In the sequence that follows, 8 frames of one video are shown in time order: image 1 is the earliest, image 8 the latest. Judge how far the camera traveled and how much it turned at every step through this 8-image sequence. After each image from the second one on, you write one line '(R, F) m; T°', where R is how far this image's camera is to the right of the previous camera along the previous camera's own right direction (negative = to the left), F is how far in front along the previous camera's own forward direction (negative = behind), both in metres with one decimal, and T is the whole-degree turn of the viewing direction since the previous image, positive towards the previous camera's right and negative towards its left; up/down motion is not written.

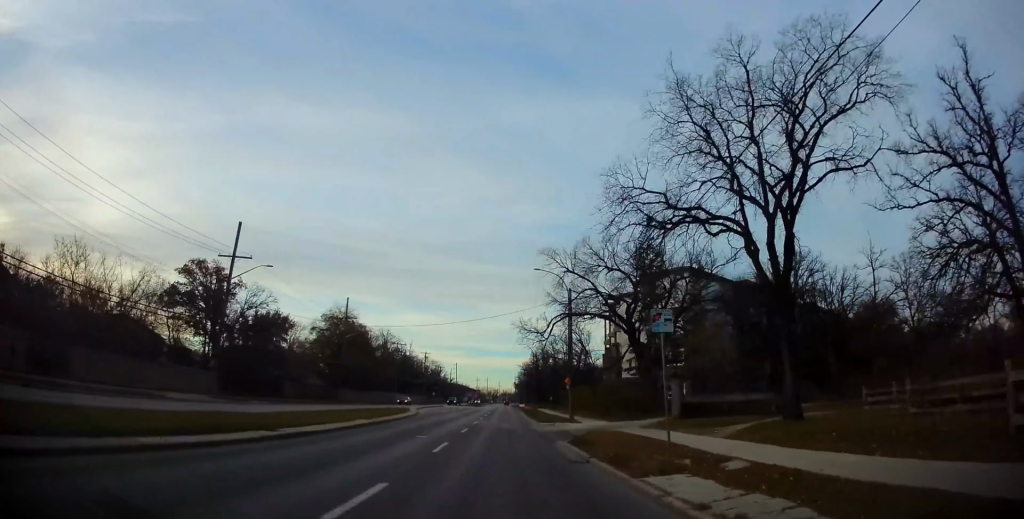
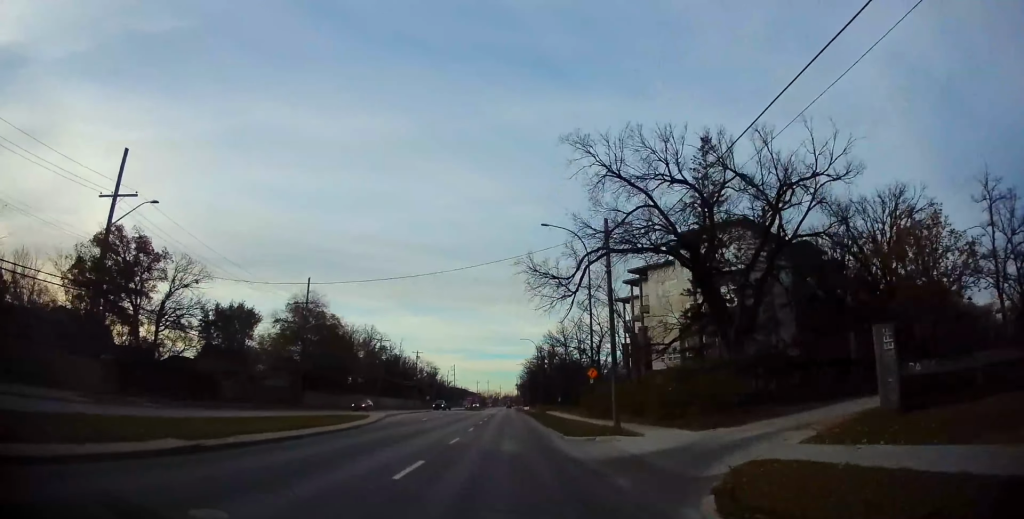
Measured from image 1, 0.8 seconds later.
(0.0, +14.8) m; 0°
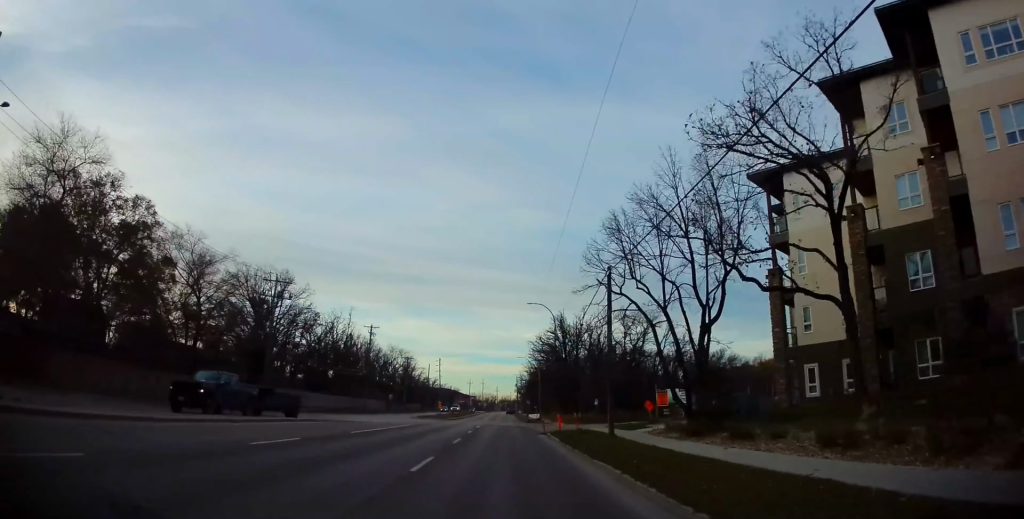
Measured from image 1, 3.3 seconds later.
(-0.4, +43.7) m; 0°
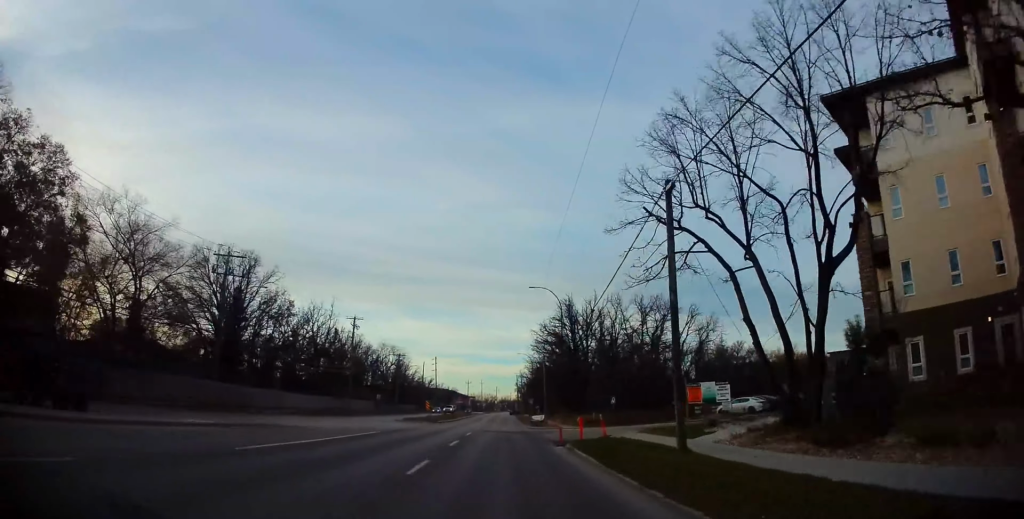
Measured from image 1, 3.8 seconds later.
(0.0, +9.4) m; 0°
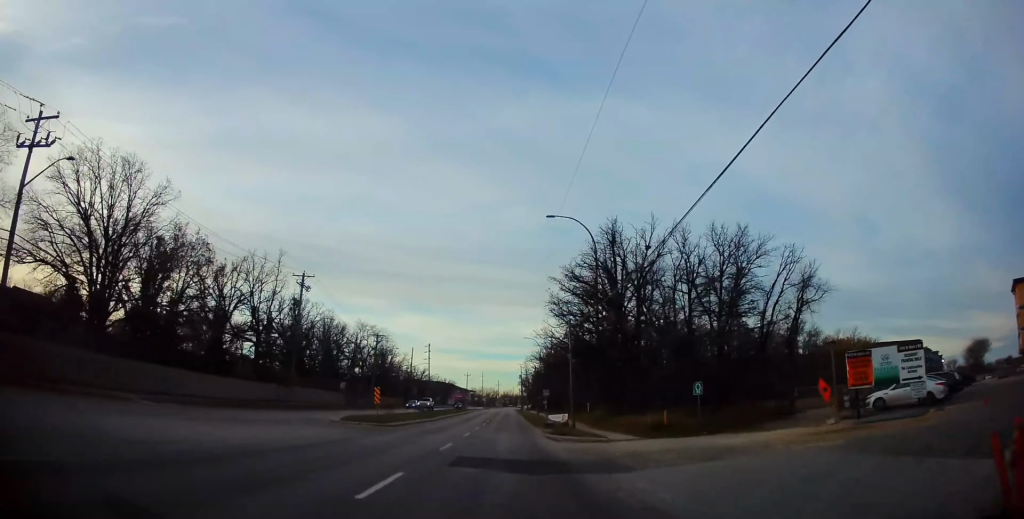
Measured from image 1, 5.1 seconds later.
(0.0, +21.7) m; 0°
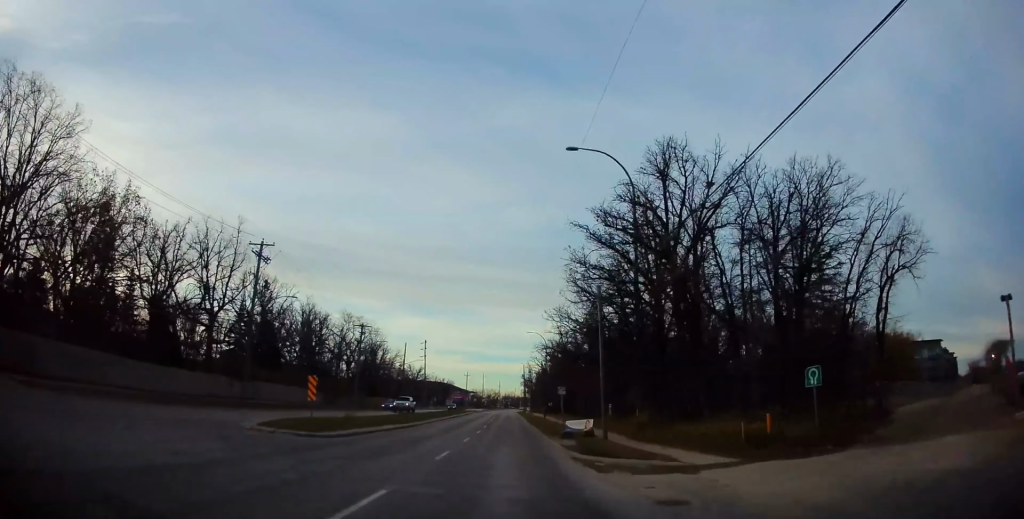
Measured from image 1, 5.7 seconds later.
(0.0, +11.0) m; 0°
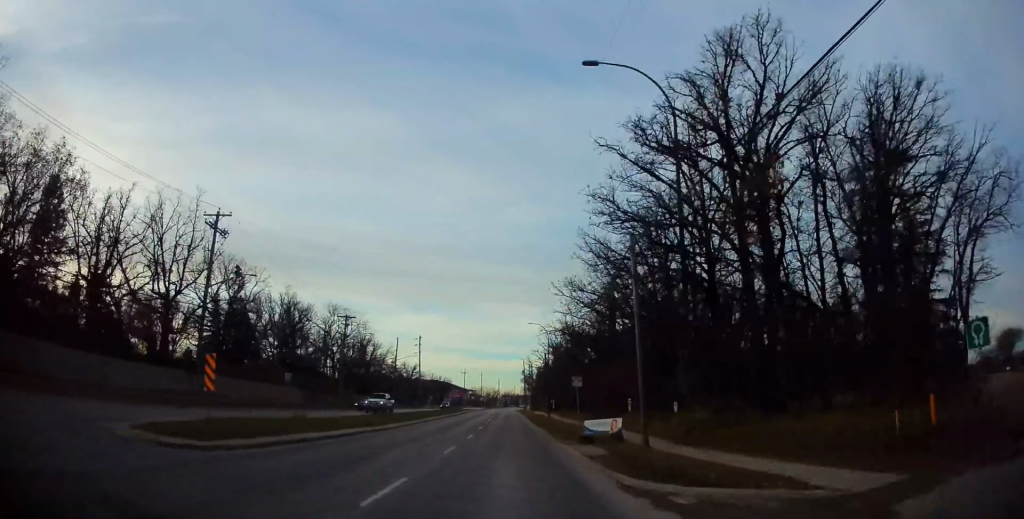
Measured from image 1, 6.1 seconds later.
(0.0, +7.5) m; -1°
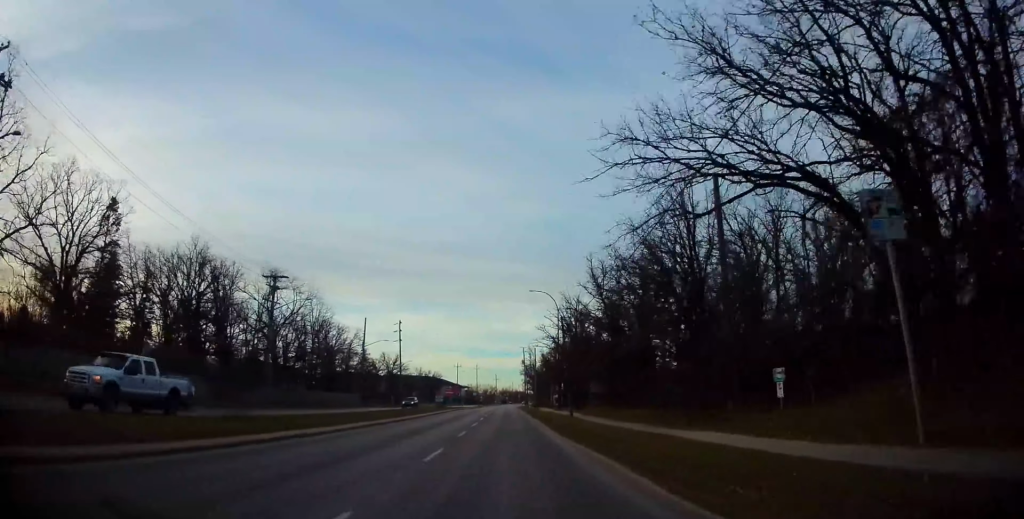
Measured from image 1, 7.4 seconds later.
(-0.5, +22.0) m; 0°
